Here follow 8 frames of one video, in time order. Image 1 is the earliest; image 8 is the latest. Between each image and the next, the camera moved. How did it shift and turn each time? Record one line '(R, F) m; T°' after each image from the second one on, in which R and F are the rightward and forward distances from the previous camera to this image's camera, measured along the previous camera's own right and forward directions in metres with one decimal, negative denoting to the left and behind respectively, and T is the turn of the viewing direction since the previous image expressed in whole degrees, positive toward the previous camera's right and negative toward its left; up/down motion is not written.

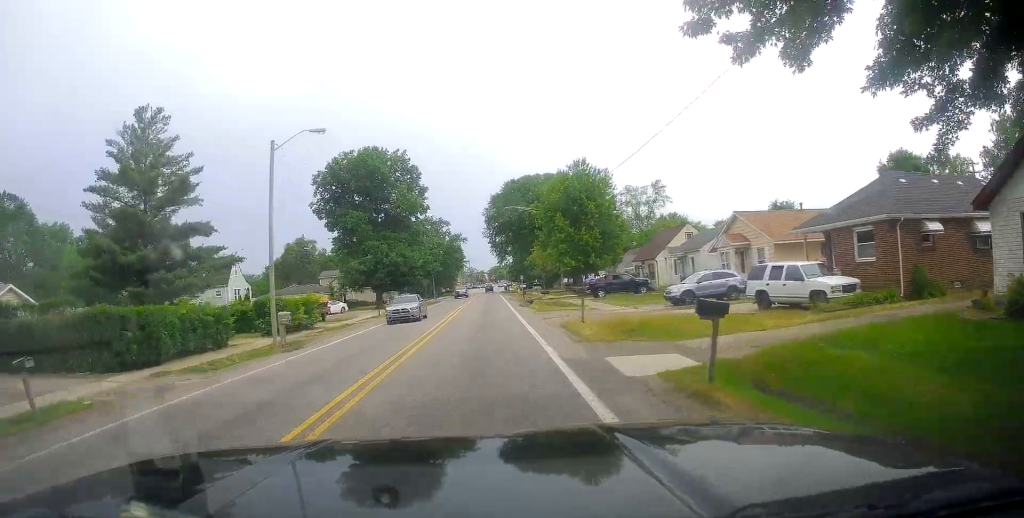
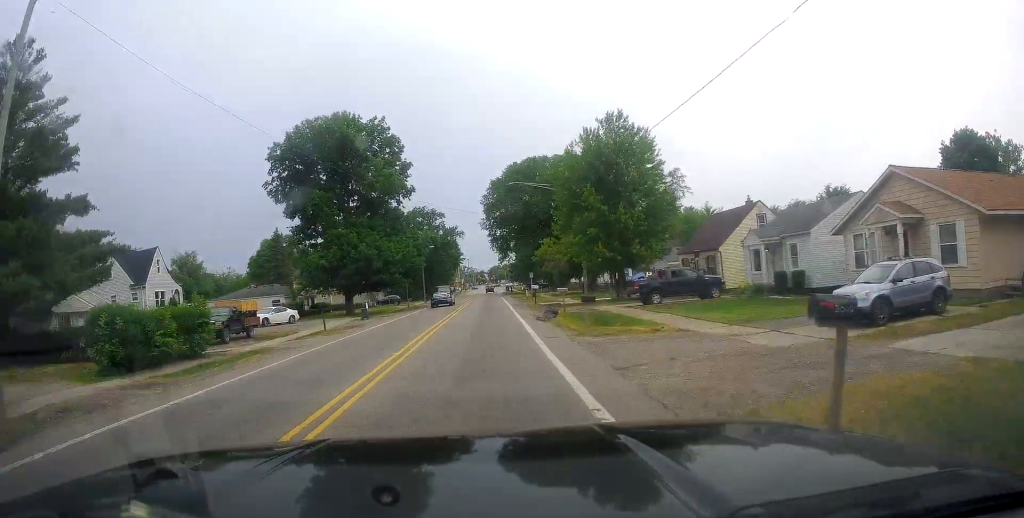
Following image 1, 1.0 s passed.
(+0.2, +16.1) m; +1°
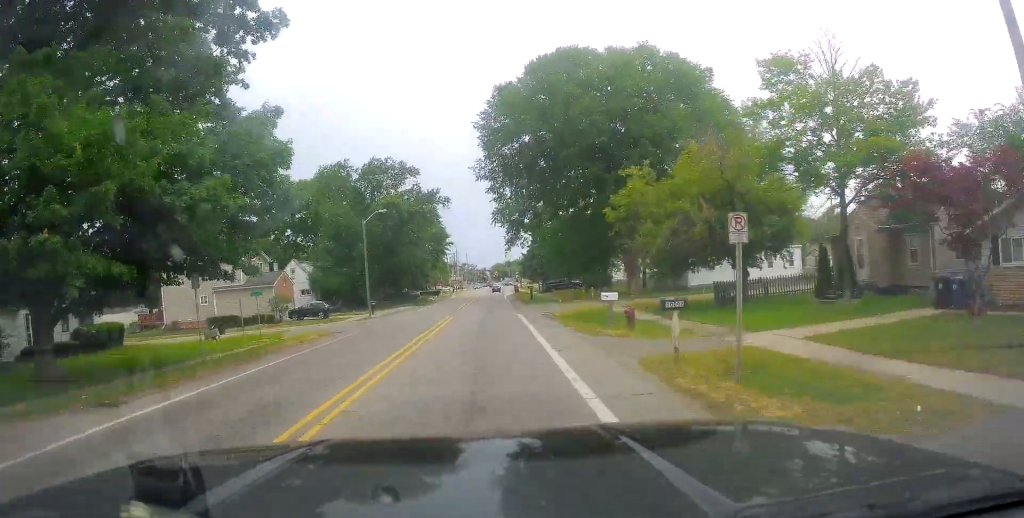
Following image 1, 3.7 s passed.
(-0.8, +43.7) m; -1°
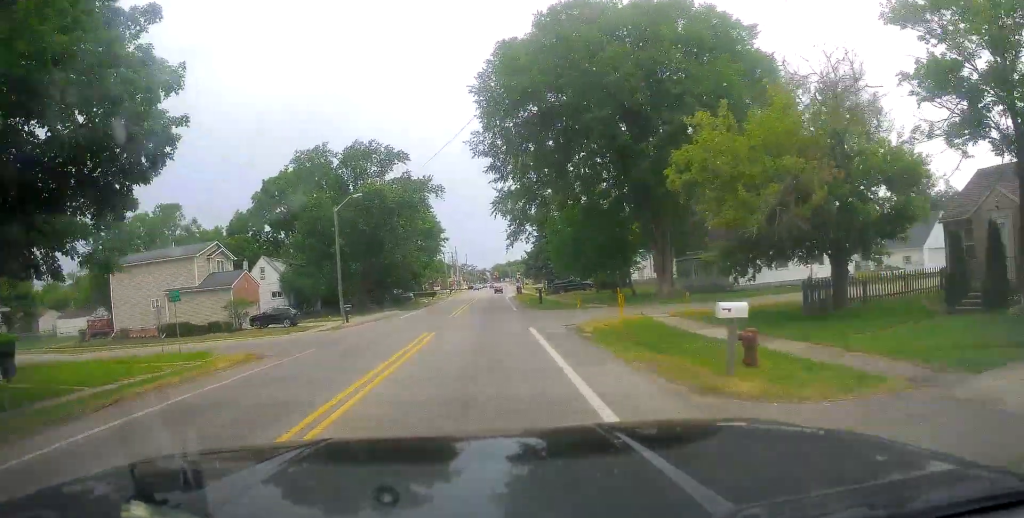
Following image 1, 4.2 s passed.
(+0.1, +9.5) m; +1°
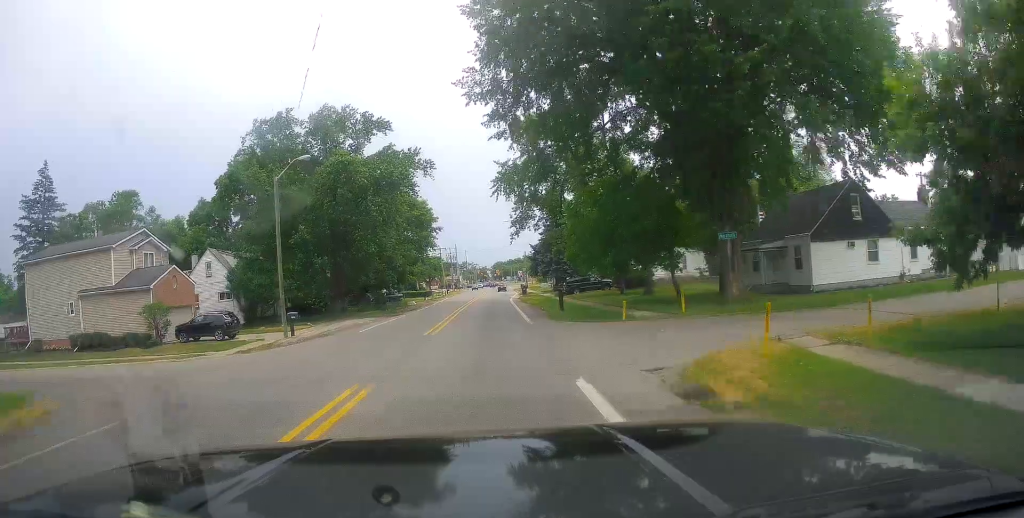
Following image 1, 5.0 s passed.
(0.0, +12.2) m; -2°
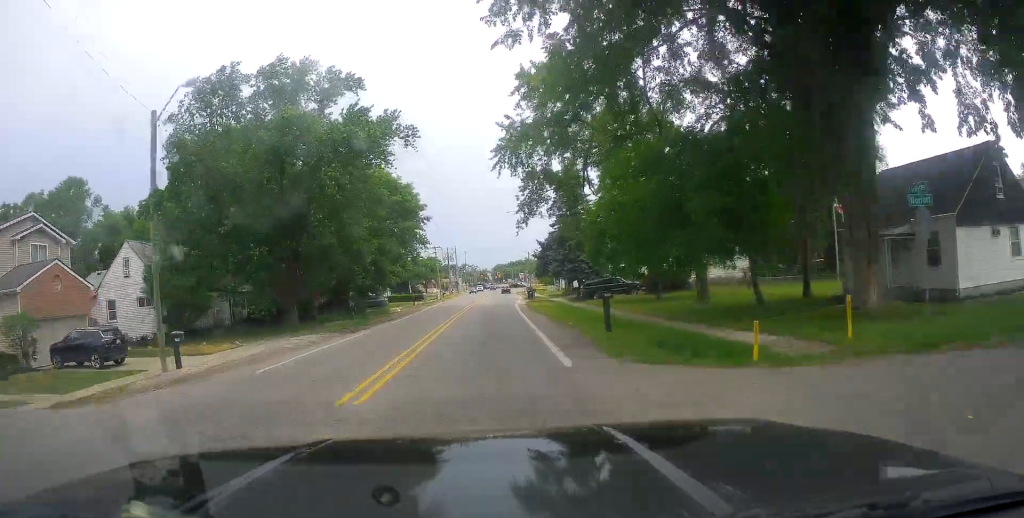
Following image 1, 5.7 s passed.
(-0.3, +12.0) m; -1°
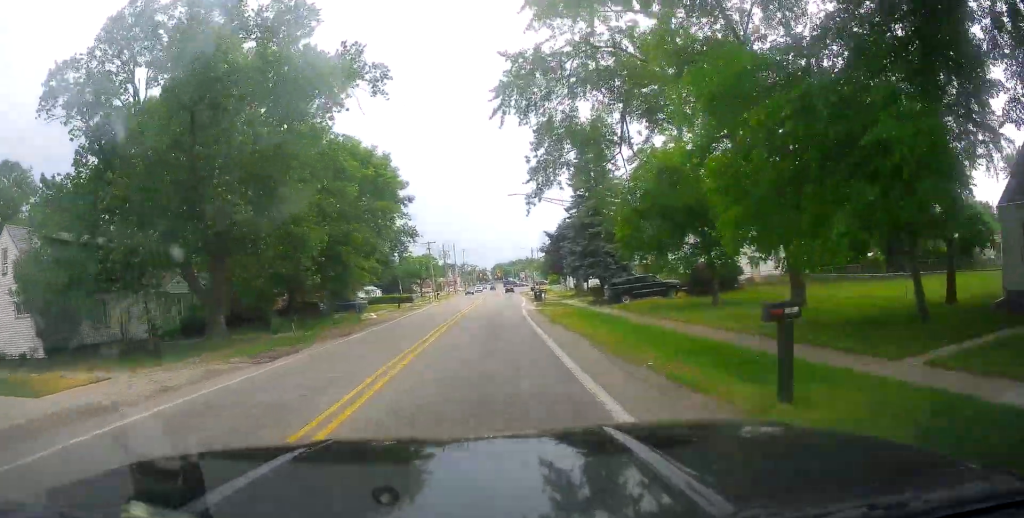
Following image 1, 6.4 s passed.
(-0.3, +11.4) m; 0°
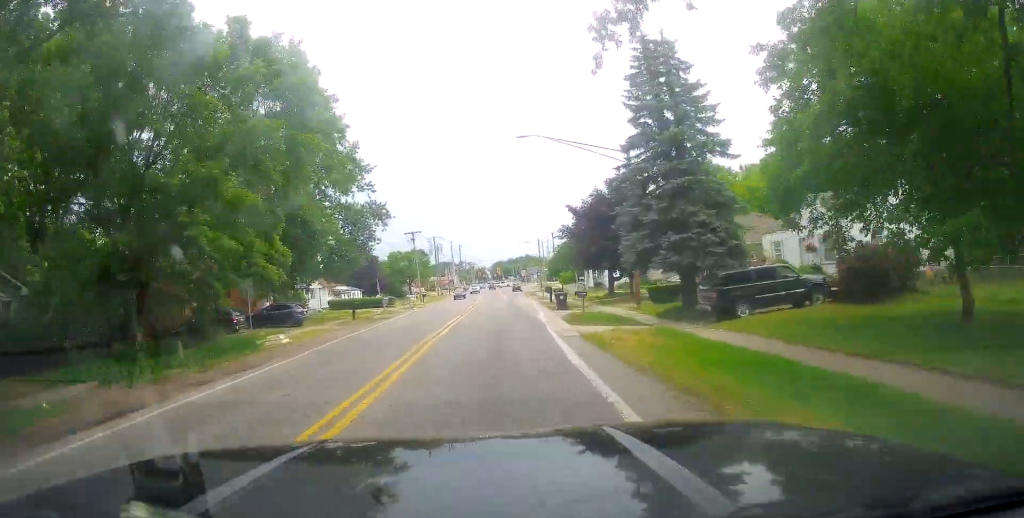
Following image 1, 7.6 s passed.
(+0.6, +19.3) m; +1°
